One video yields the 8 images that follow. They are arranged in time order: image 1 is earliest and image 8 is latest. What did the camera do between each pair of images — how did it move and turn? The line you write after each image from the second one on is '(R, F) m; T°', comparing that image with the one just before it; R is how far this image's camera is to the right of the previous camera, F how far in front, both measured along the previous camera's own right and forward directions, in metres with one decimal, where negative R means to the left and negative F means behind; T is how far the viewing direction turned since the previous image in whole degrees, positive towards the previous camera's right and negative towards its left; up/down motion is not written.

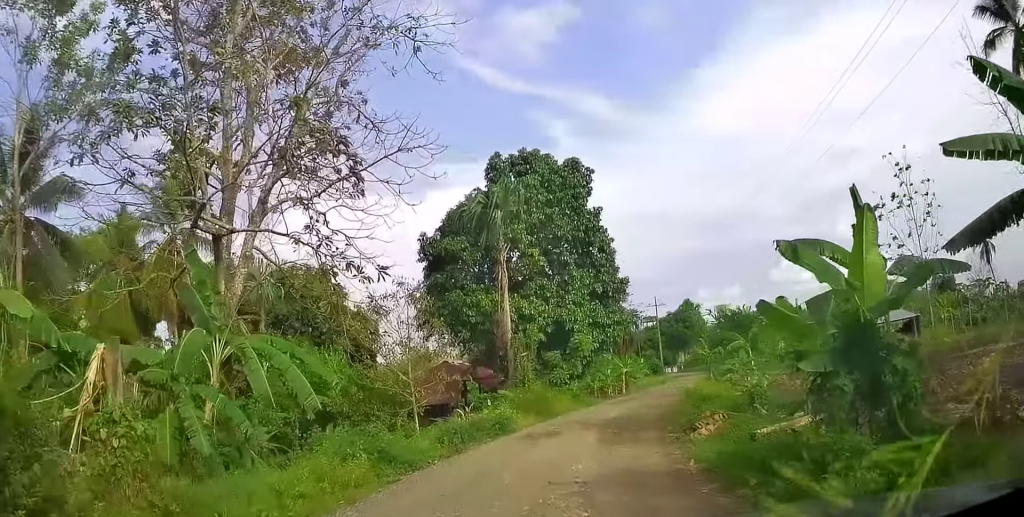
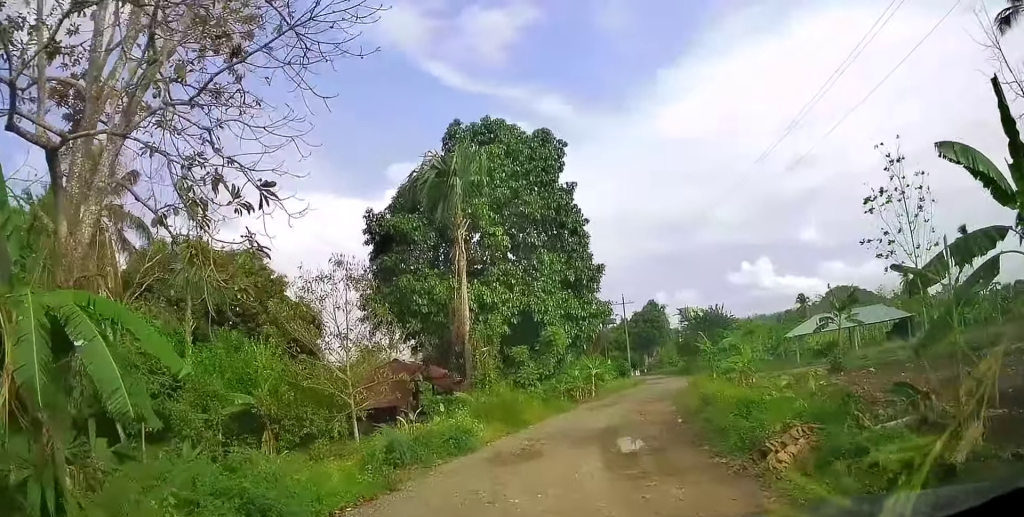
(0.0, +4.6) m; +4°
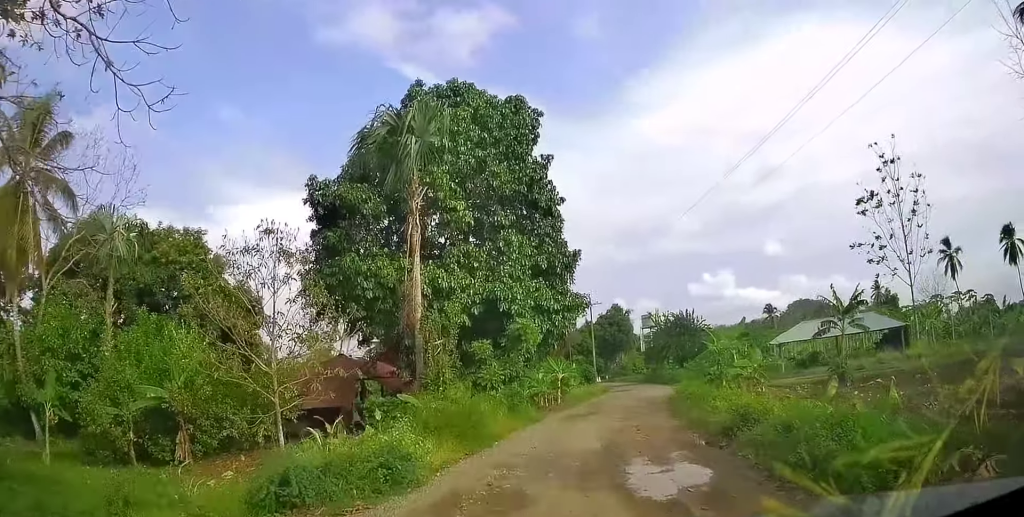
(+0.4, +4.1) m; +4°
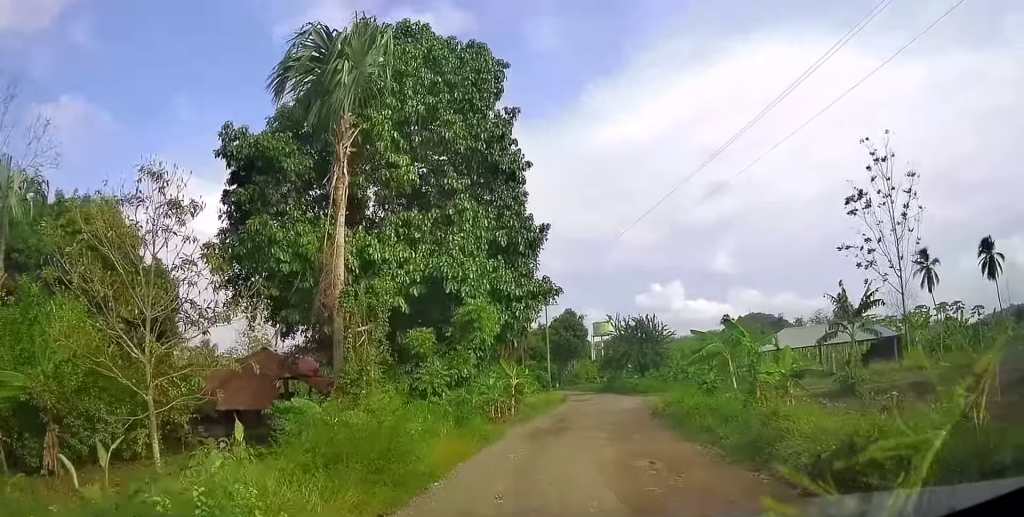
(+0.1, +4.9) m; +6°
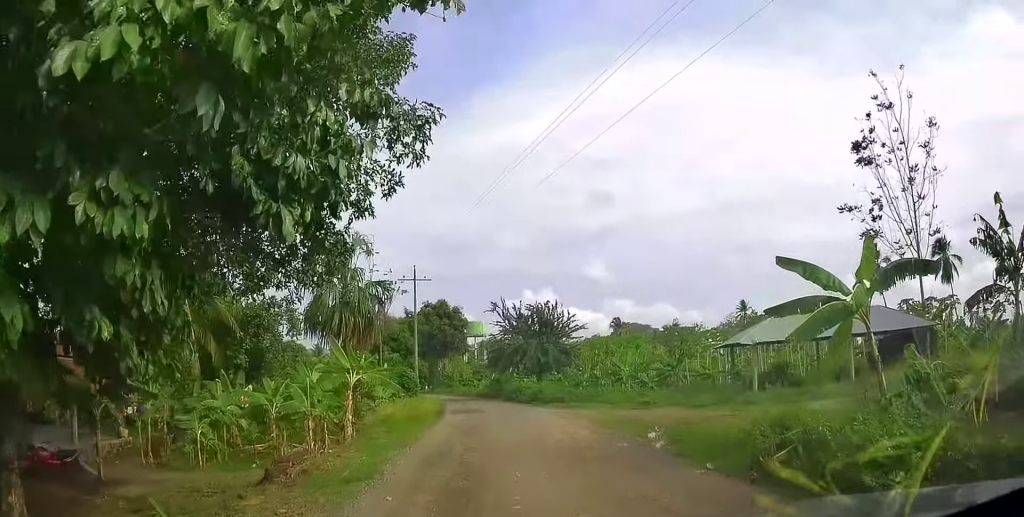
(+2.1, +14.6) m; +14°
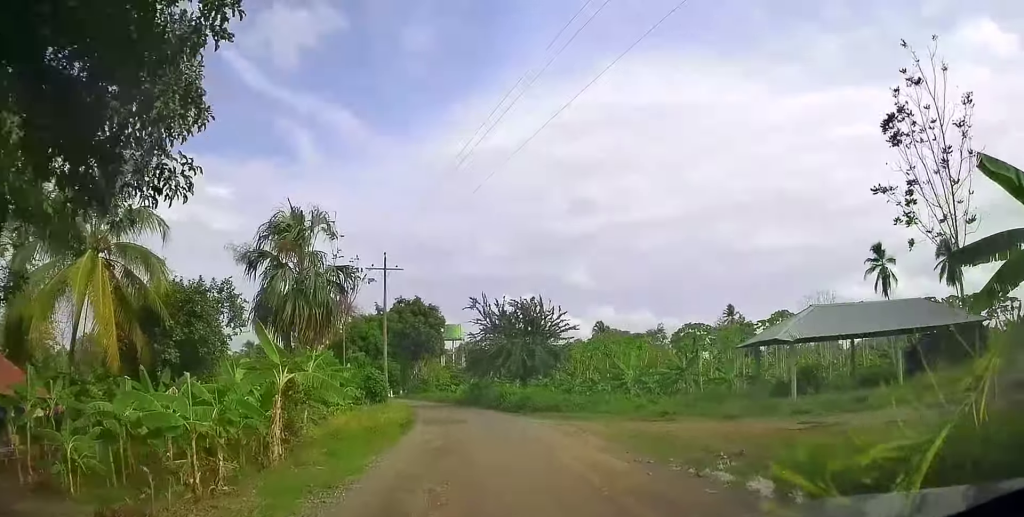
(0.0, +5.0) m; +3°
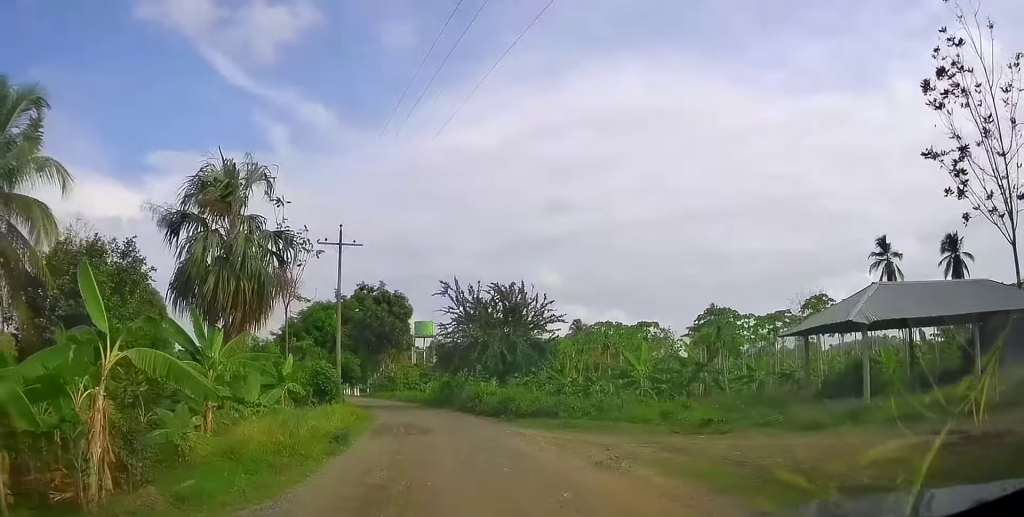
(+0.6, +5.8) m; +3°
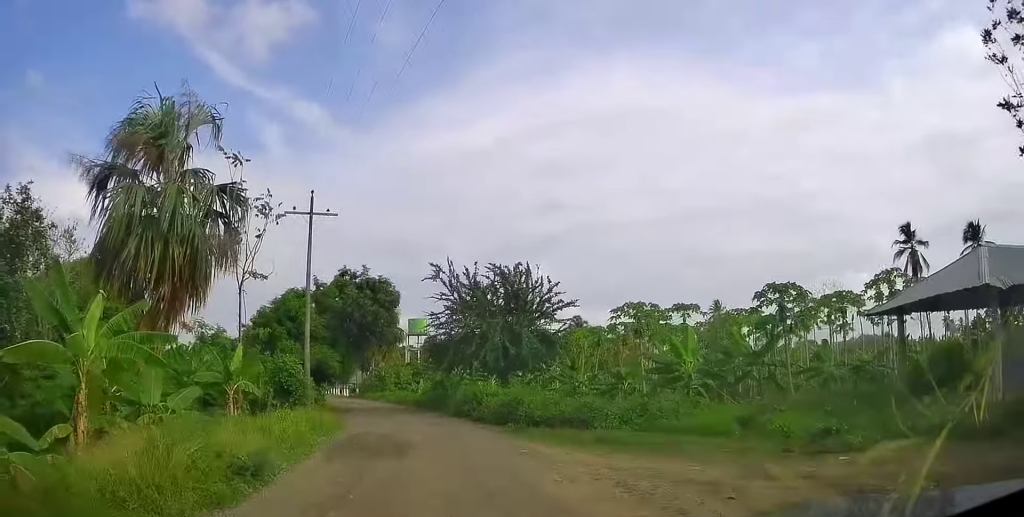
(-0.3, +5.2) m; -2°
